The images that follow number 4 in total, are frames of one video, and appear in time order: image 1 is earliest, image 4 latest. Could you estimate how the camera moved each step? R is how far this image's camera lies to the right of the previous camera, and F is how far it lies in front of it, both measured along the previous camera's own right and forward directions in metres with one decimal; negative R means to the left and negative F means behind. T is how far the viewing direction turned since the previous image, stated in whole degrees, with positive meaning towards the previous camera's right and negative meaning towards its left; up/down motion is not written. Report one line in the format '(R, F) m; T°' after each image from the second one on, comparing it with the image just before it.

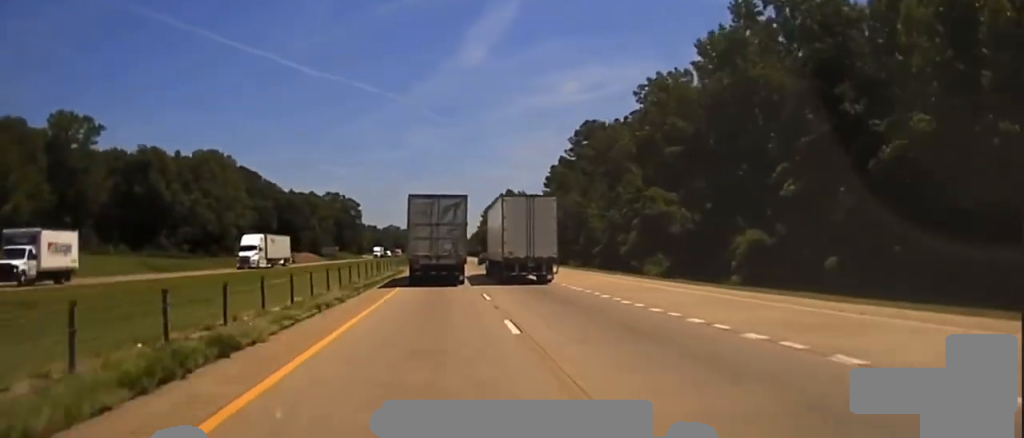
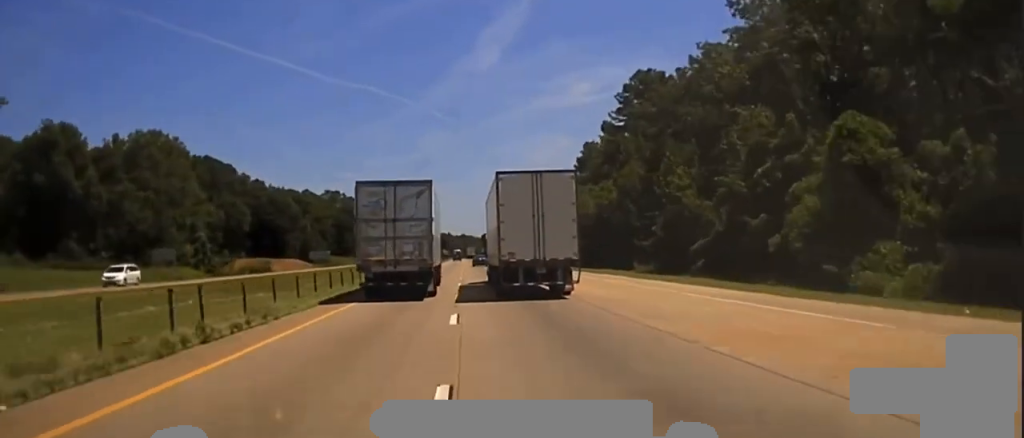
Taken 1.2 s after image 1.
(+0.4, +43.4) m; 0°
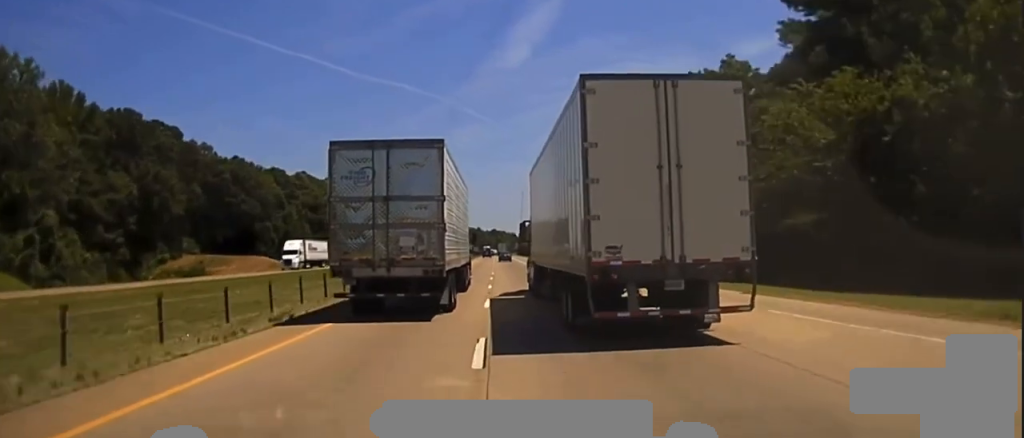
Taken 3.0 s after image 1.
(-1.7, +68.4) m; -3°
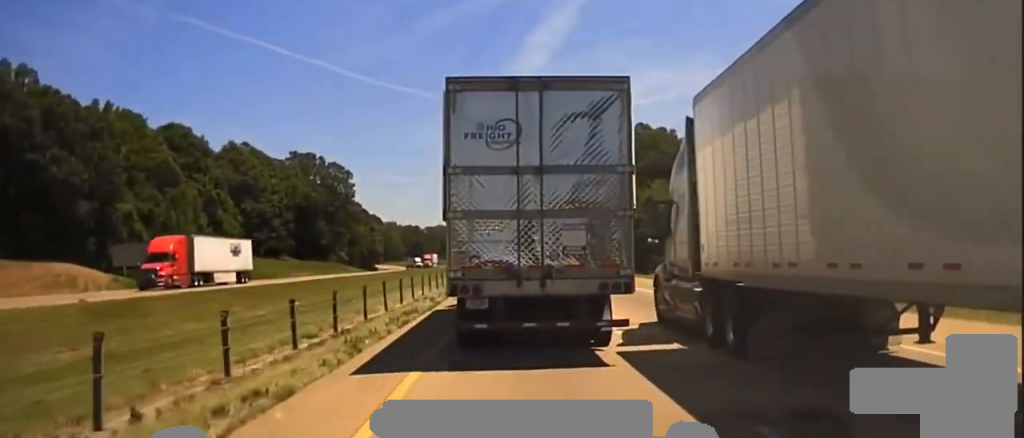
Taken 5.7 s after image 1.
(+0.1, +101.2) m; +1°
